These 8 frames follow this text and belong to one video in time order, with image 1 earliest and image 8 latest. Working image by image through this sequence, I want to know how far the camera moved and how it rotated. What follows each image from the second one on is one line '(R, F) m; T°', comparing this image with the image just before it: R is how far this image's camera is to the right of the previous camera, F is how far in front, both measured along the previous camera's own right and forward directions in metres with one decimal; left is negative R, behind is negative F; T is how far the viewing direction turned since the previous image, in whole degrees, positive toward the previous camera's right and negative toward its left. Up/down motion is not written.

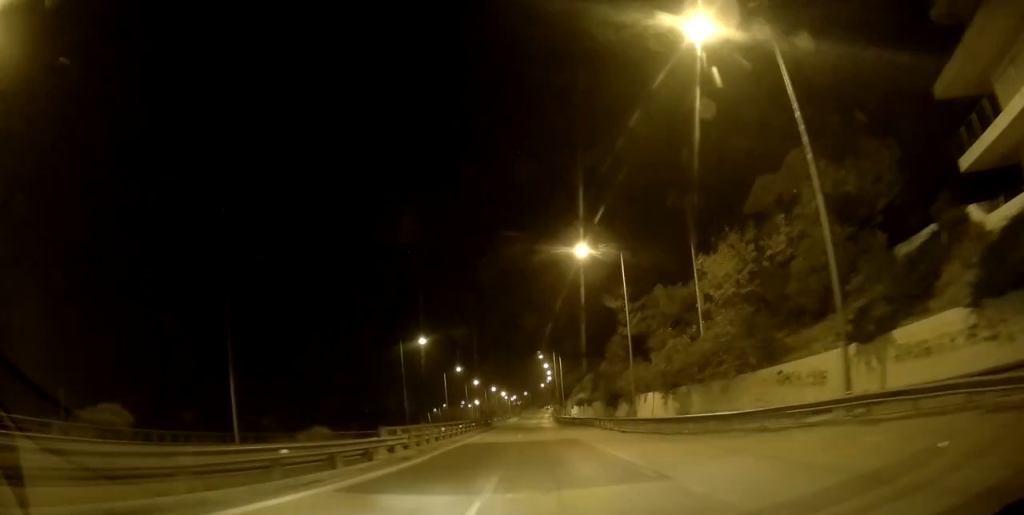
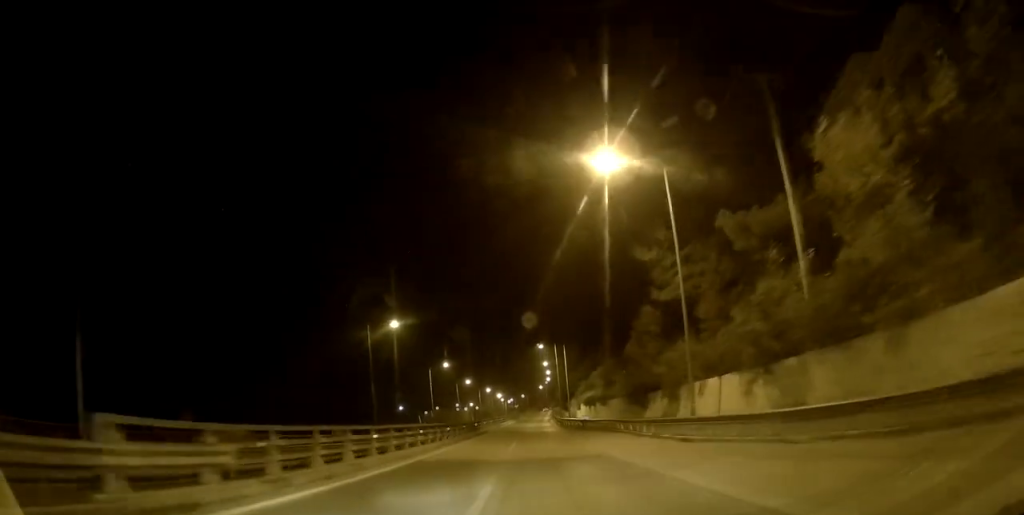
(0.0, +13.9) m; 0°
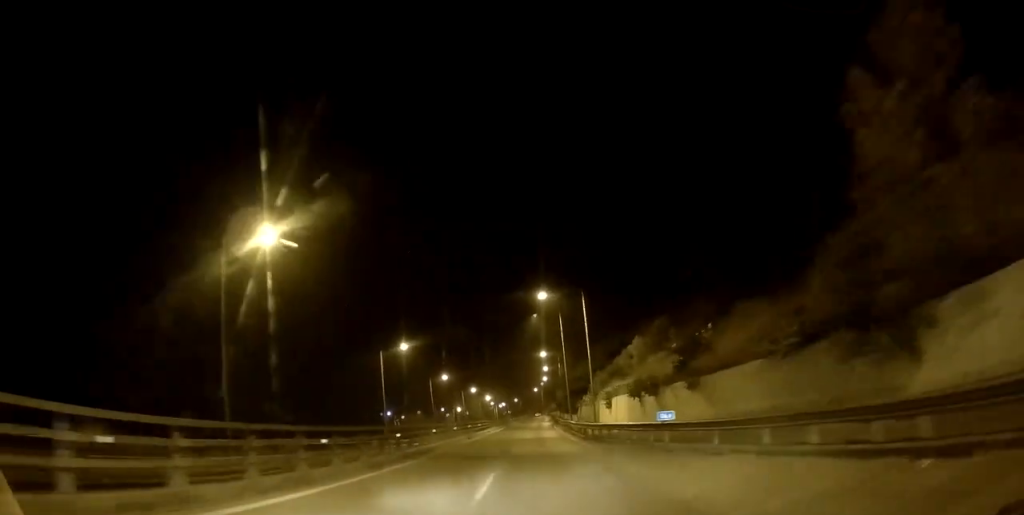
(+0.2, +28.3) m; 0°
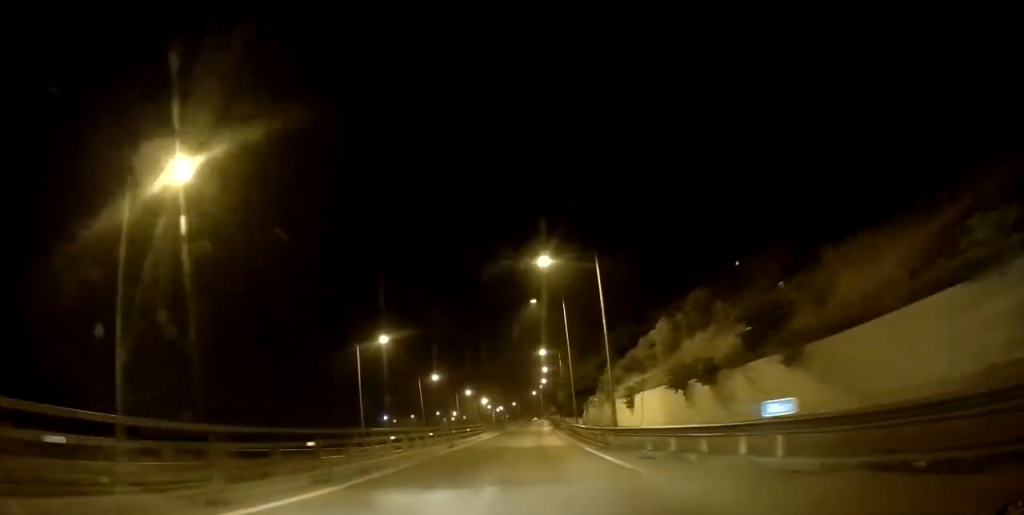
(0.0, +8.8) m; 0°
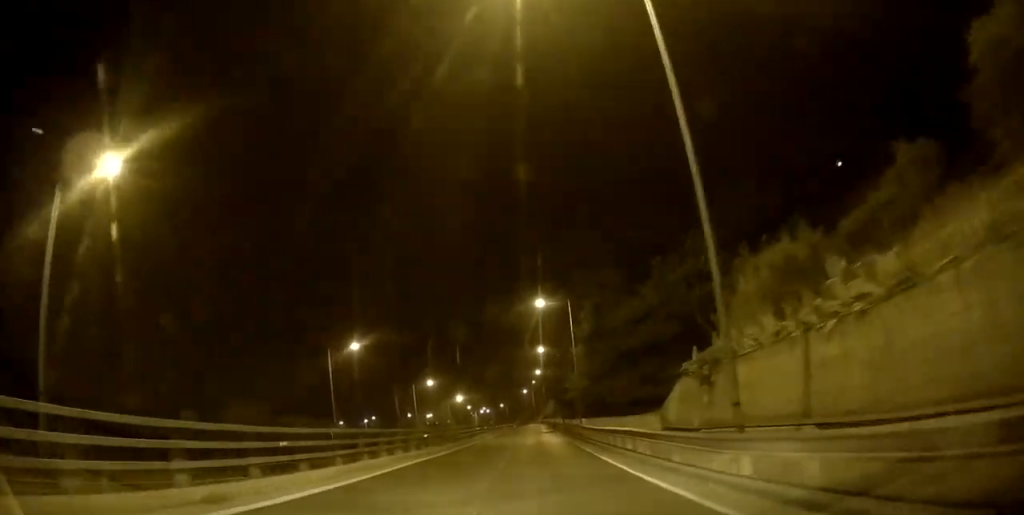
(+0.7, +41.1) m; +2°
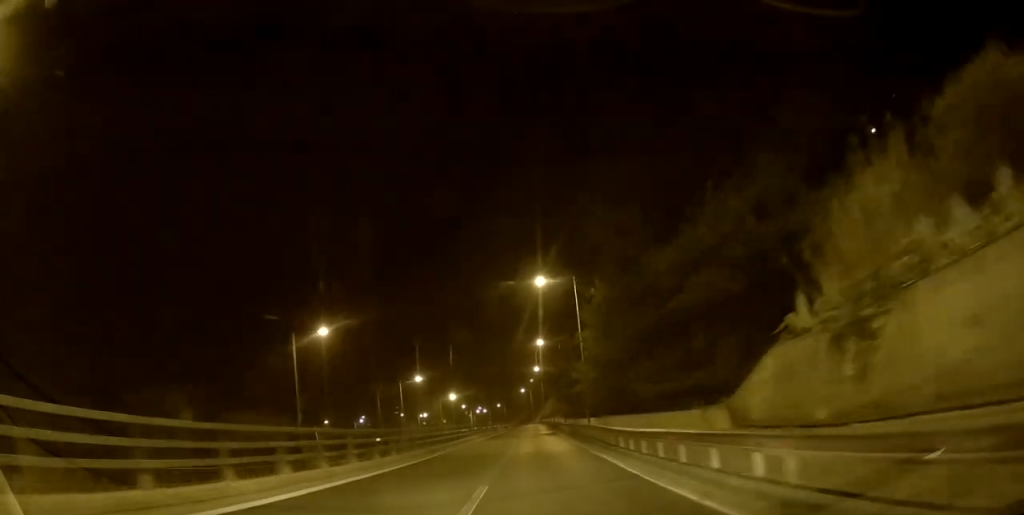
(+0.2, +8.4) m; 0°
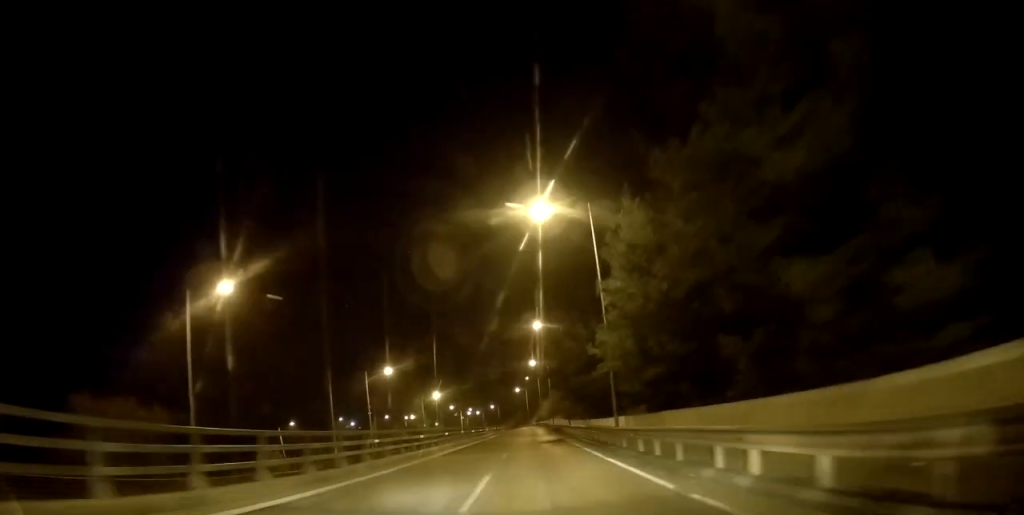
(-0.1, +15.9) m; 0°
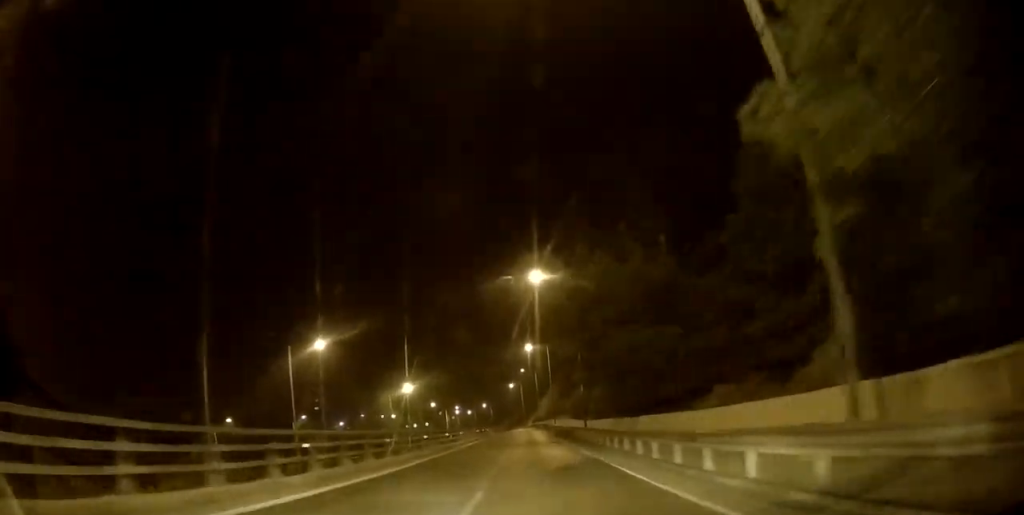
(0.0, +22.2) m; +1°
